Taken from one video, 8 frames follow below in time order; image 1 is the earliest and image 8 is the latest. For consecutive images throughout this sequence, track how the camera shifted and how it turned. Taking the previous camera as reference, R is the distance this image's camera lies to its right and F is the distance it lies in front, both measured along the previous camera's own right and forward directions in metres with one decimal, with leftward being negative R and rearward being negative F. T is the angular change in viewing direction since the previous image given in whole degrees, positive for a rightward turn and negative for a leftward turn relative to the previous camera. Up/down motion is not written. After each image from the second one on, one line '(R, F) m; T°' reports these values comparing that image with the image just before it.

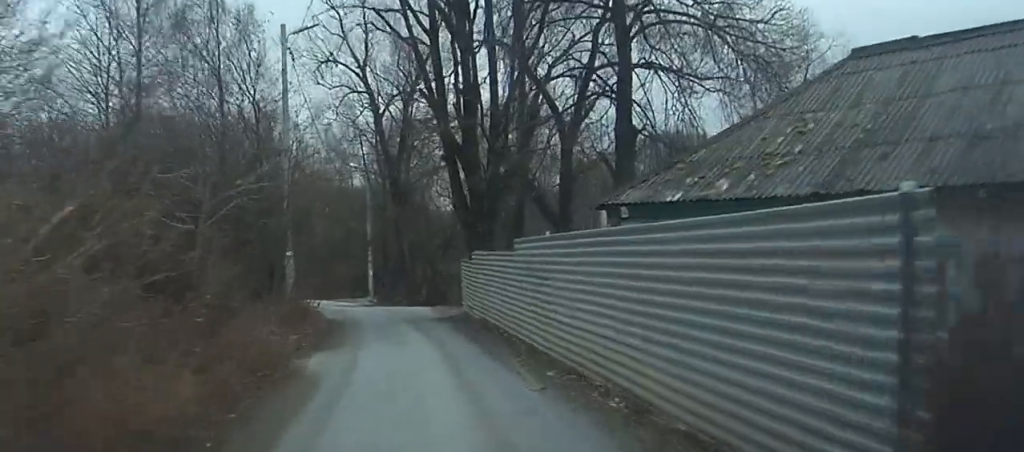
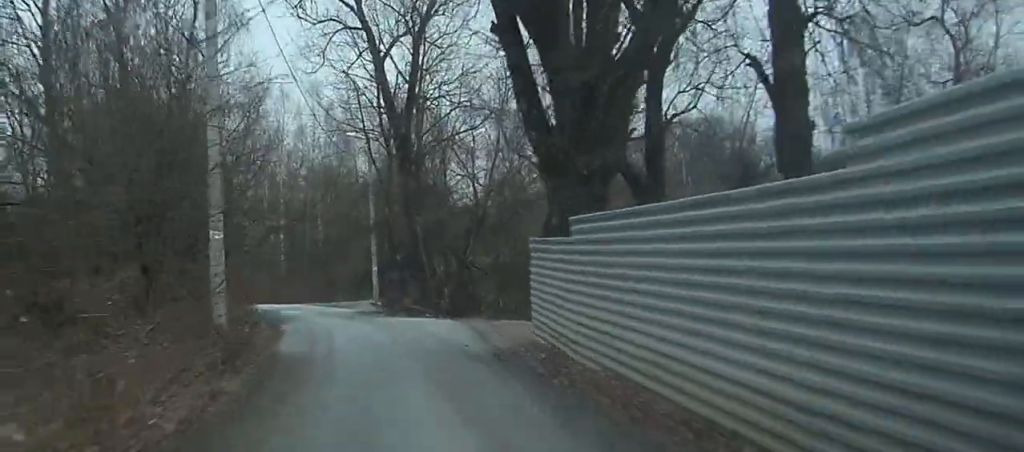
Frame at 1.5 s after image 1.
(0.0, +11.3) m; 0°
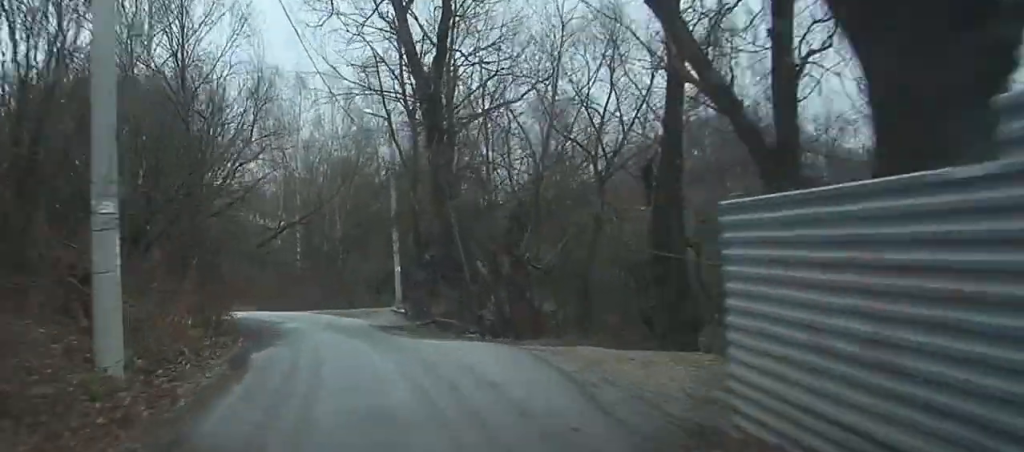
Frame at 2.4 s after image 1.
(0.0, +6.1) m; 0°
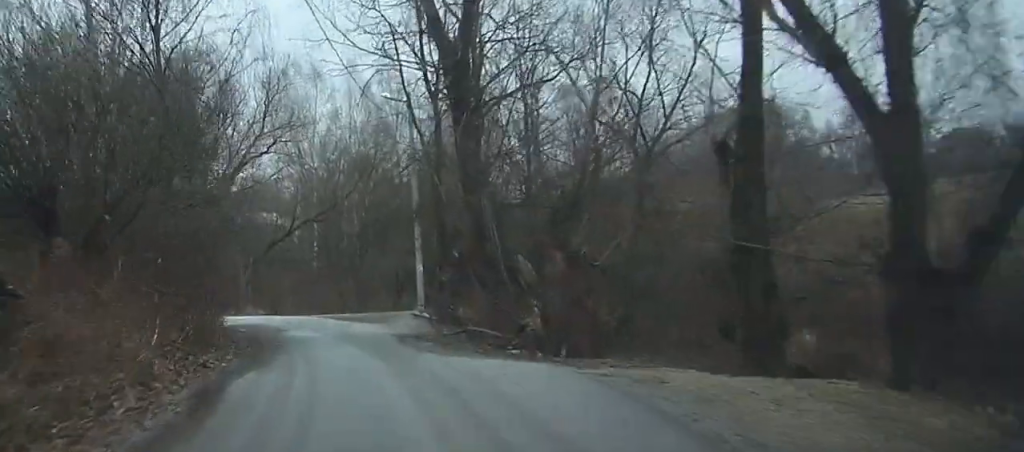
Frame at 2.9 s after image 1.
(0.0, +3.1) m; 0°
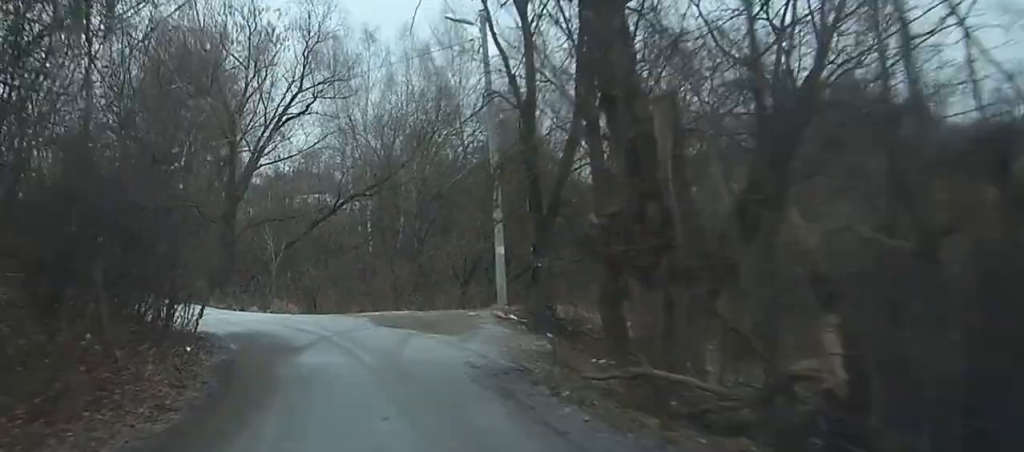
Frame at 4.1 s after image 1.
(+0.1, +8.5) m; 0°
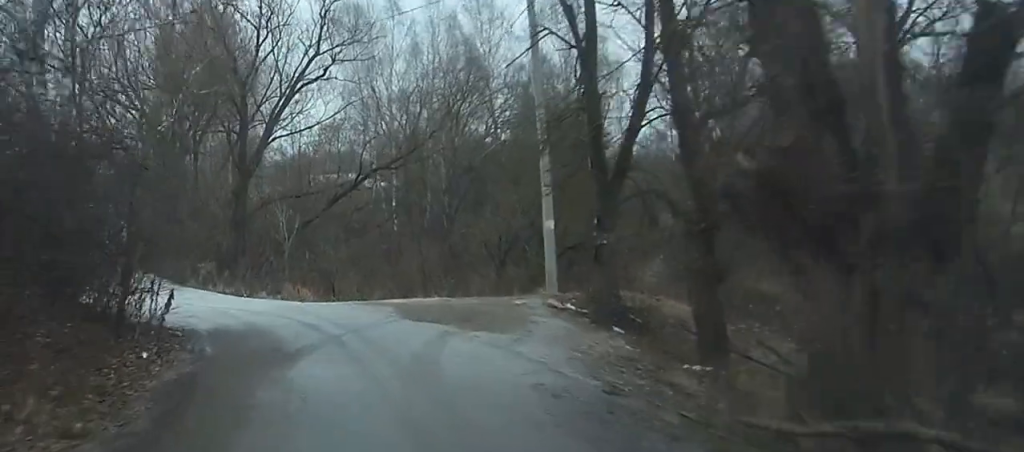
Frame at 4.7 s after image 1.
(+0.1, +4.0) m; -5°
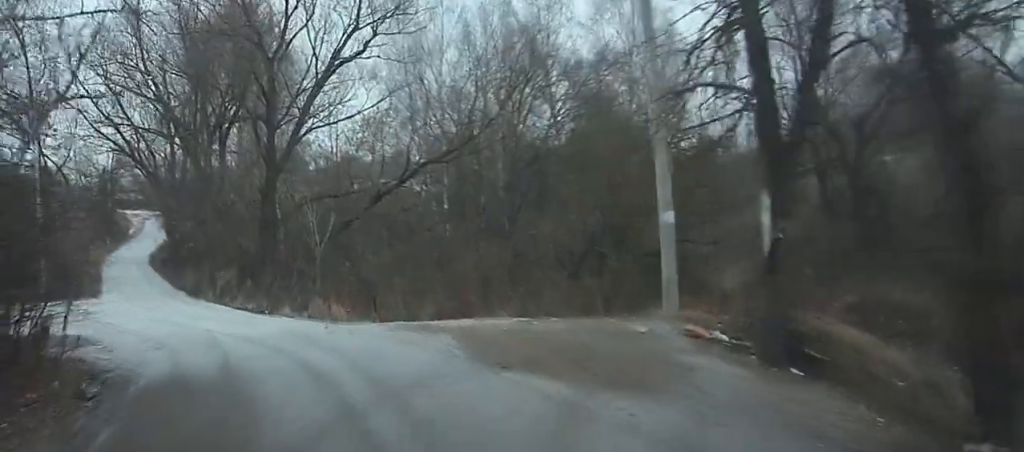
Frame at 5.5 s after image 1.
(-0.4, +6.0) m; -10°
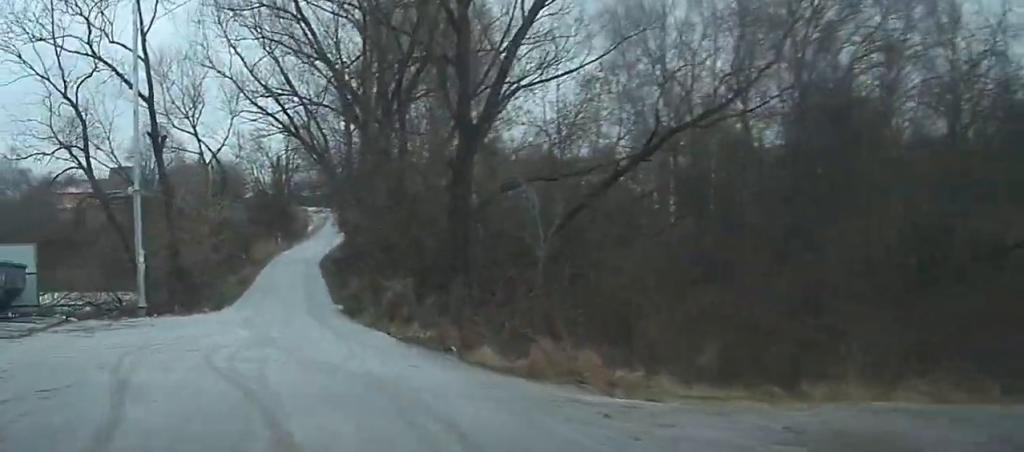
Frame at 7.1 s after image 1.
(-2.6, +10.3) m; -53°
